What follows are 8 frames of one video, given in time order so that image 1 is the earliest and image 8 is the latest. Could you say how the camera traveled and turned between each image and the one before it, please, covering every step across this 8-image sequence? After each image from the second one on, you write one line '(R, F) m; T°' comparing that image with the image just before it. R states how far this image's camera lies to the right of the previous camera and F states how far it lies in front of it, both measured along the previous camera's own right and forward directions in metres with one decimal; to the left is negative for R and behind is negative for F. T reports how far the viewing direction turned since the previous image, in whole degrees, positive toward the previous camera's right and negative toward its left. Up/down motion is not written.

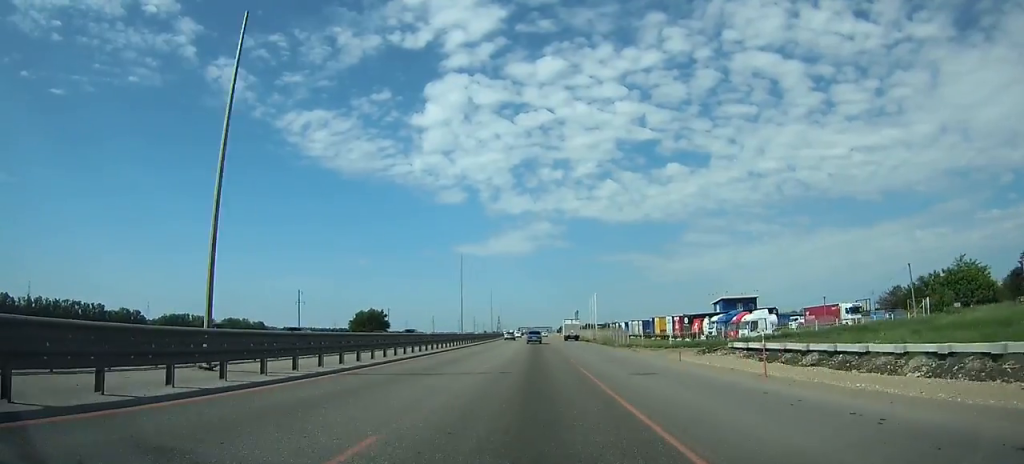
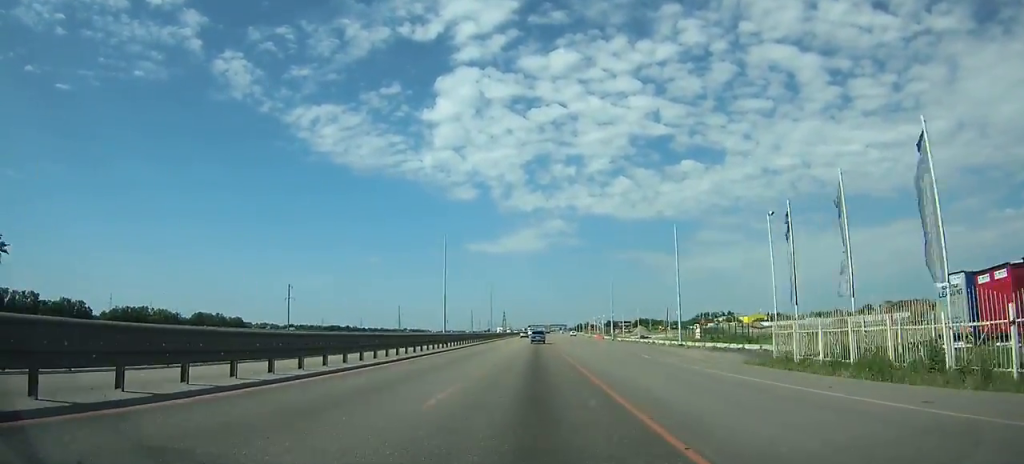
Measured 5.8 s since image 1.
(-1.2, +119.4) m; -1°
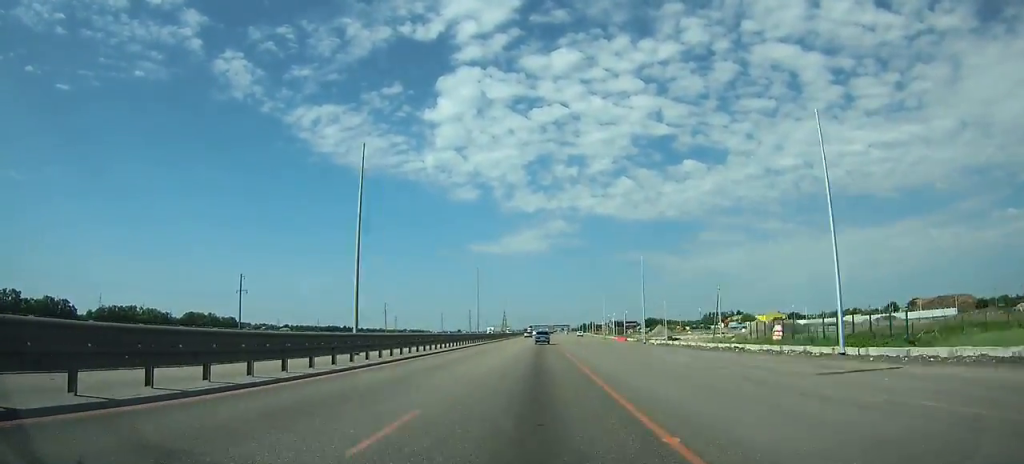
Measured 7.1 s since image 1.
(-0.1, +28.4) m; 0°
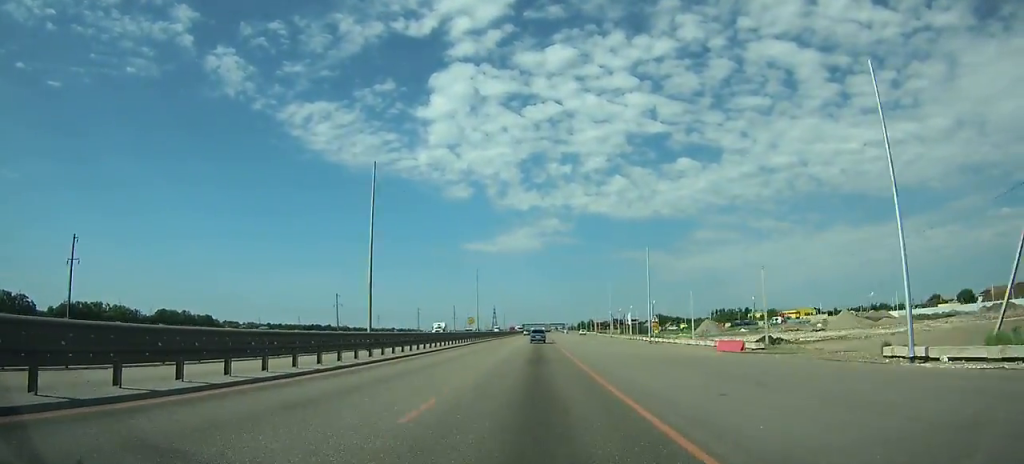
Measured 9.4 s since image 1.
(+0.1, +50.7) m; 0°
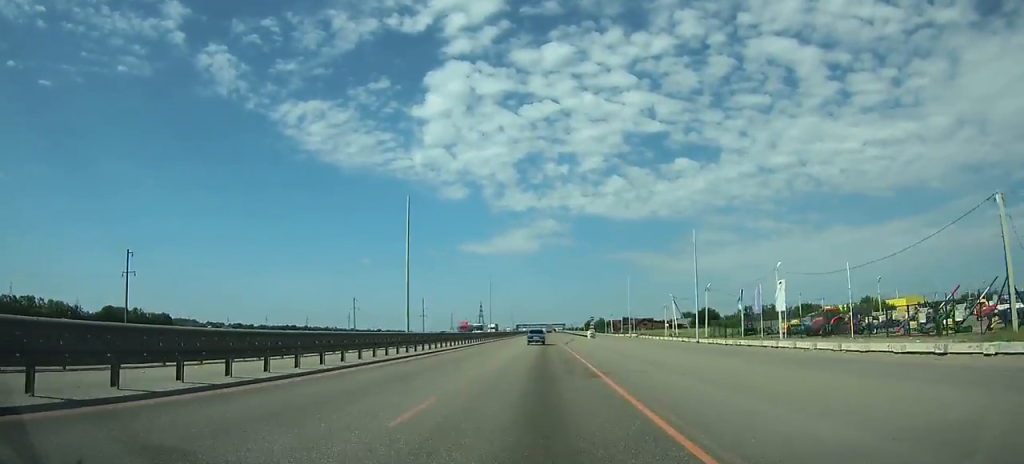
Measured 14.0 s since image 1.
(+0.8, +99.7) m; +1°
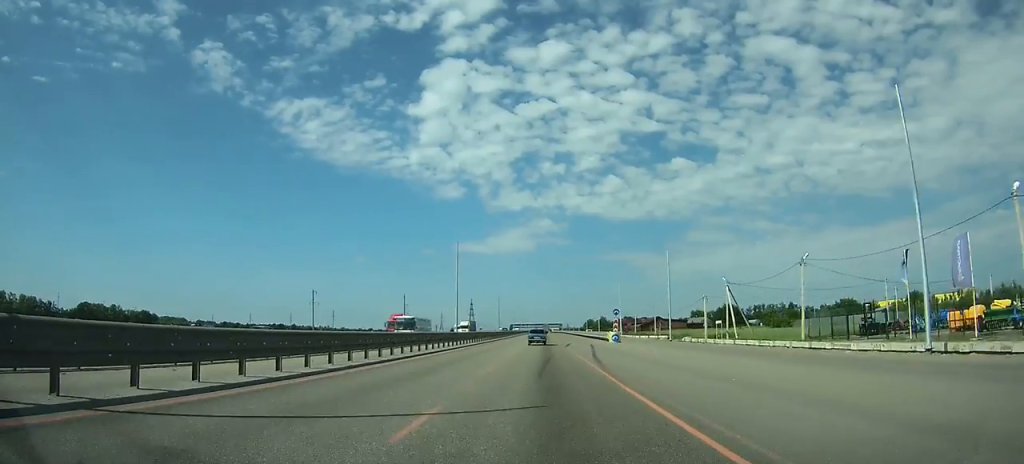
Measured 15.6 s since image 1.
(+0.2, +33.7) m; 0°
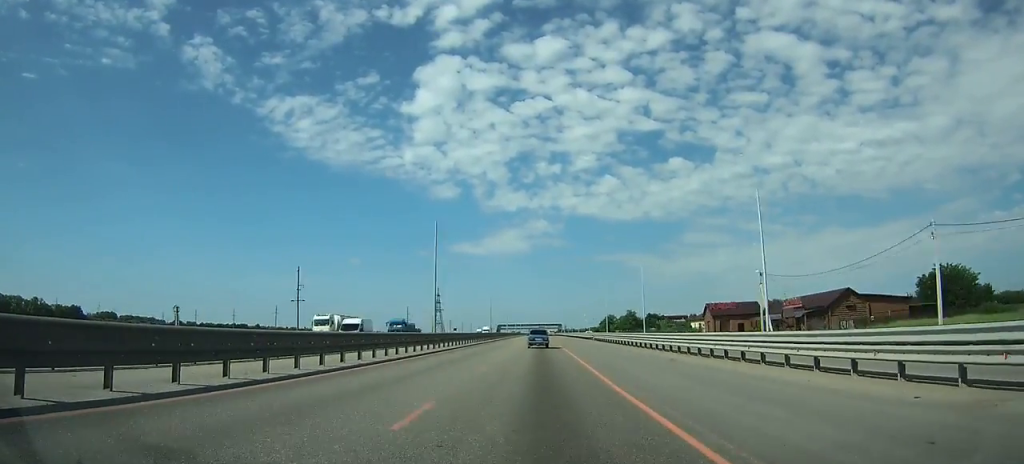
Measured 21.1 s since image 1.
(+0.8, +116.8) m; 0°
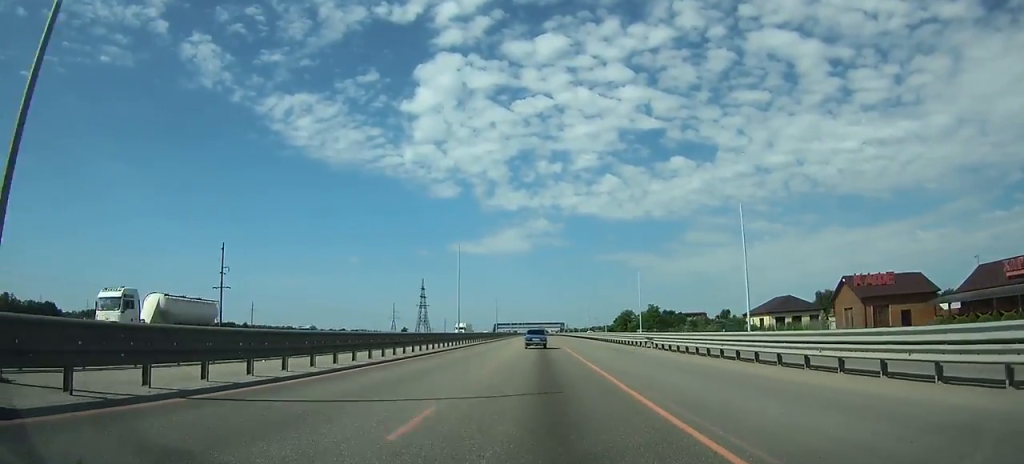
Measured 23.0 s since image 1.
(0.0, +41.5) m; 0°
